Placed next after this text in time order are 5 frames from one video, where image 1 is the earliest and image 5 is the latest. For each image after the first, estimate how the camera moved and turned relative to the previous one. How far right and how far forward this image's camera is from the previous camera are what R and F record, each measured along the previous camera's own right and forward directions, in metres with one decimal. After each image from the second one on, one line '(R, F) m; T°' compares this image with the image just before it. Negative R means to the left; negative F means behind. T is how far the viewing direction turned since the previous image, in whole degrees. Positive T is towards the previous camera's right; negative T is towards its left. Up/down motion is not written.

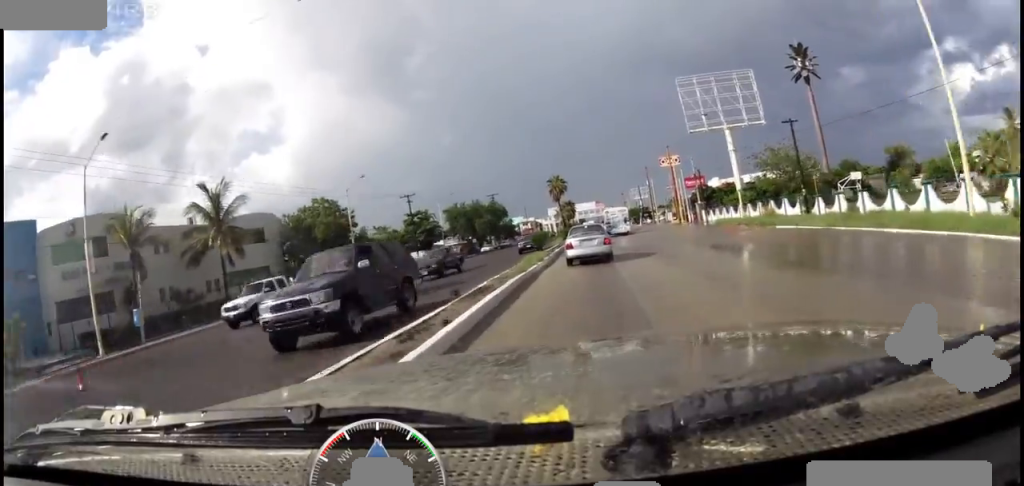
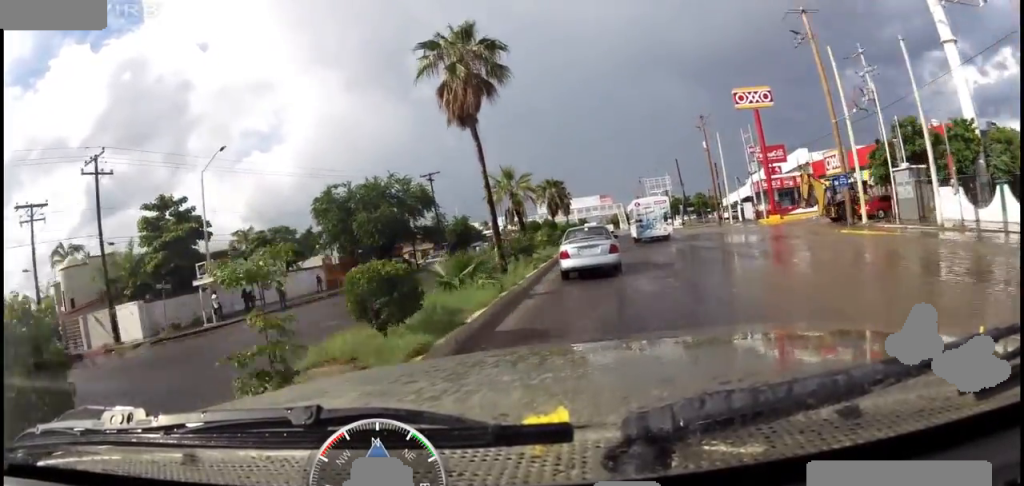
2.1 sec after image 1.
(+1.0, +50.0) m; +3°
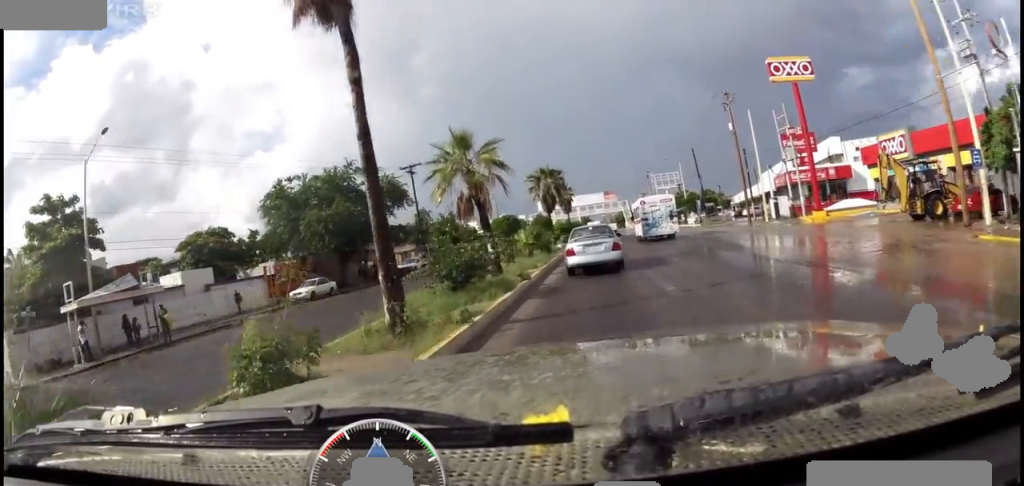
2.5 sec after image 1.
(0.0, +10.7) m; 0°
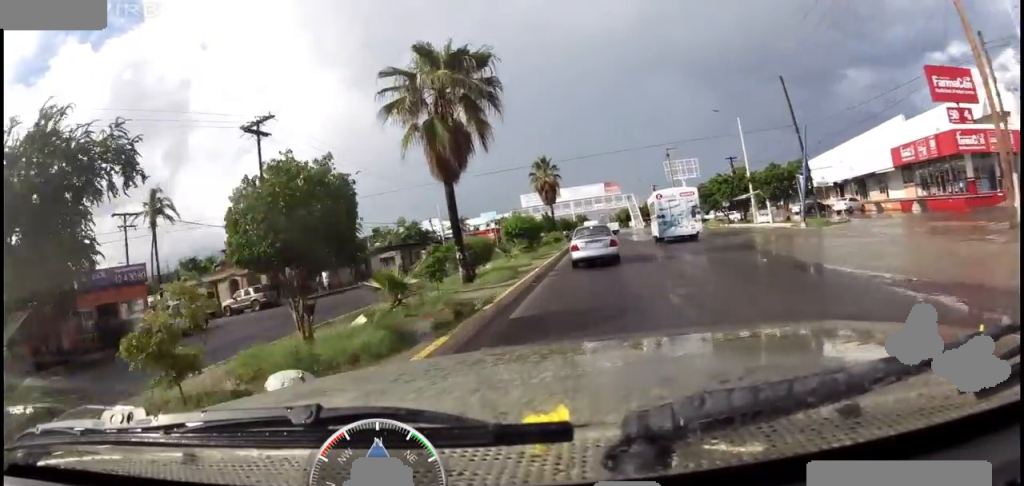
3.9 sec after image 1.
(0.0, +31.9) m; -1°
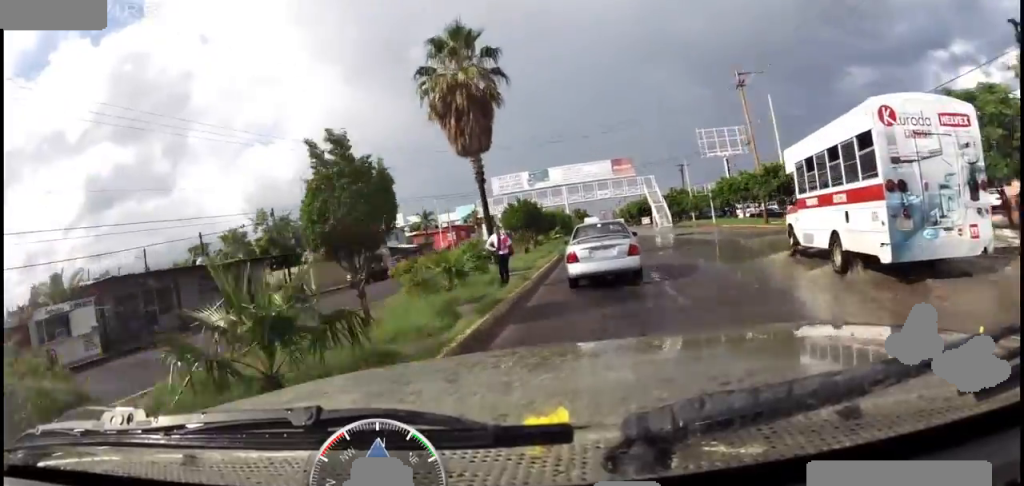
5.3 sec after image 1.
(-1.3, +32.6) m; -3°
